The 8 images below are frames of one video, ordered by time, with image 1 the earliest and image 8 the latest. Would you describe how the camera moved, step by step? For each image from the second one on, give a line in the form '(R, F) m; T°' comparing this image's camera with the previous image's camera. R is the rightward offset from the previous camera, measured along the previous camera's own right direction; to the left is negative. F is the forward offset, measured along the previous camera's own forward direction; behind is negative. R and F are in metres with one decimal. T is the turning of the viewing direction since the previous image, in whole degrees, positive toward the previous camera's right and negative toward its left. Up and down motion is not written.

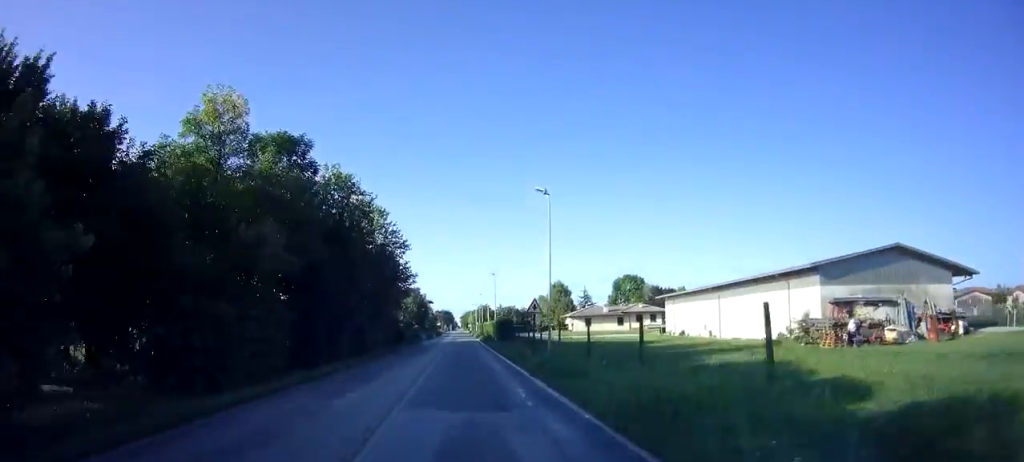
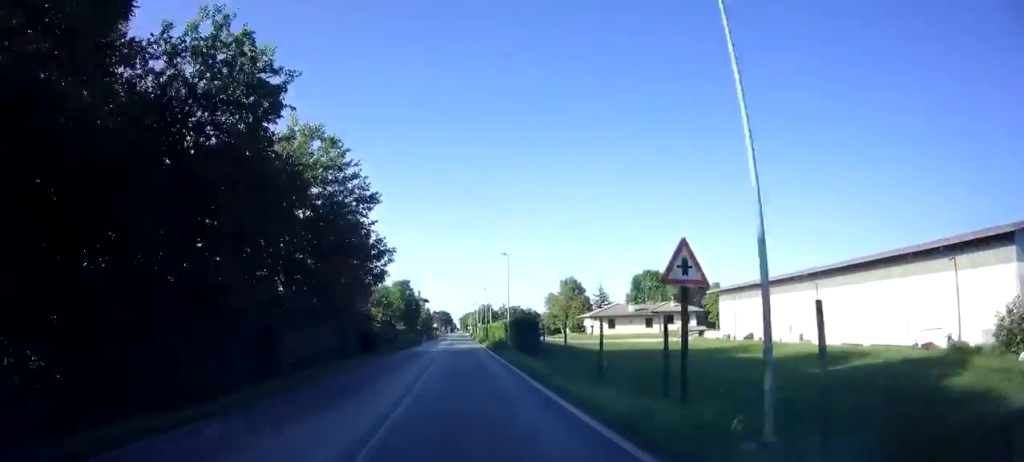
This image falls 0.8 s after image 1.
(+0.1, +16.2) m; 0°
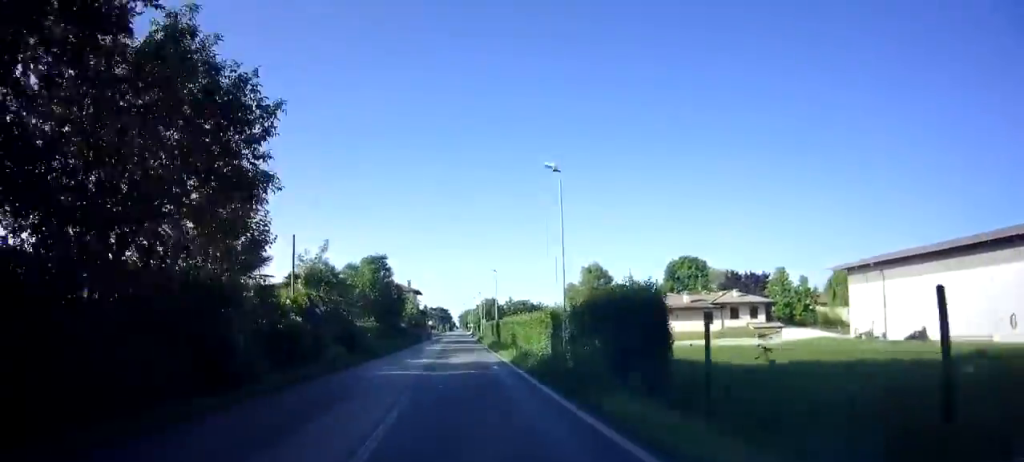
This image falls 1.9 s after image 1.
(0.0, +22.2) m; 0°
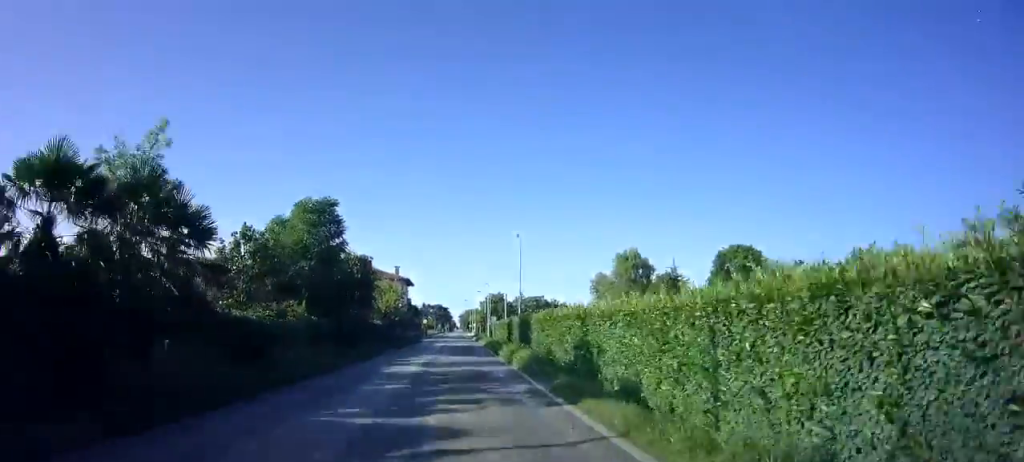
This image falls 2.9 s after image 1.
(0.0, +20.2) m; 0°
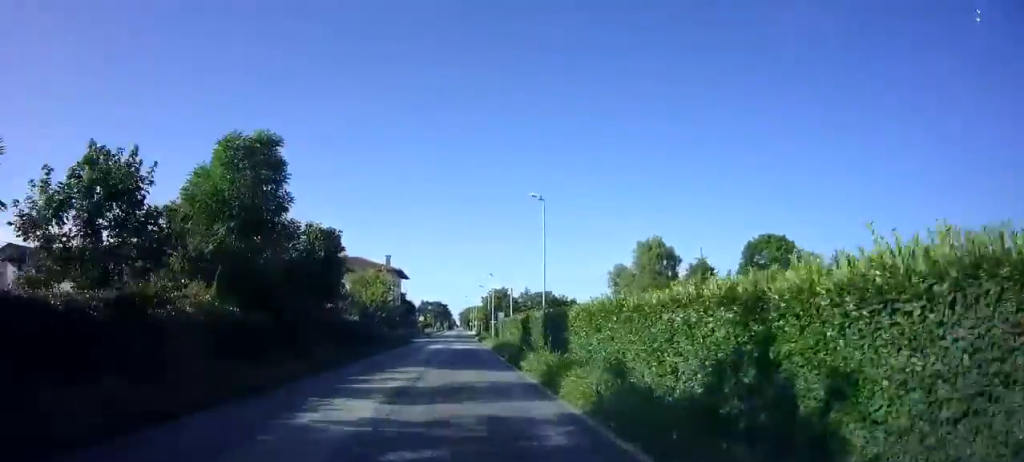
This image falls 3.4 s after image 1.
(0.0, +9.4) m; 0°
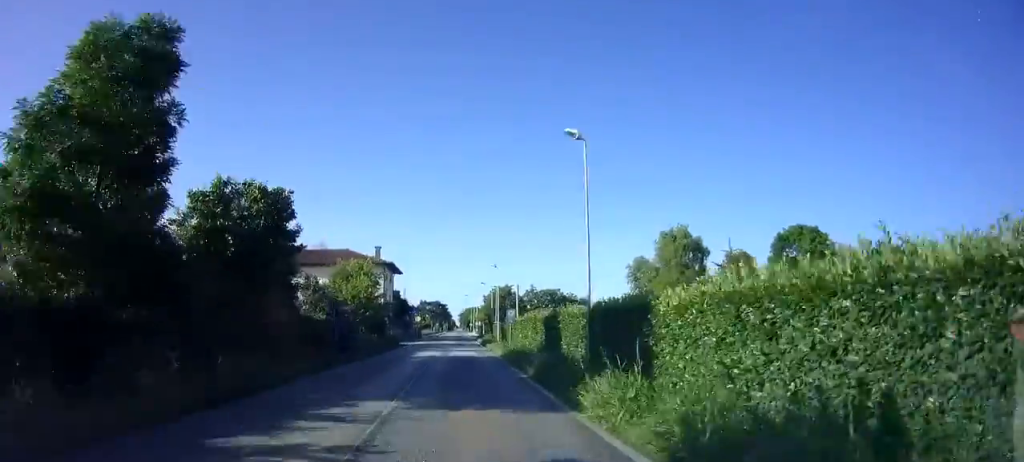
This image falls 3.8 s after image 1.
(0.0, +8.1) m; 0°
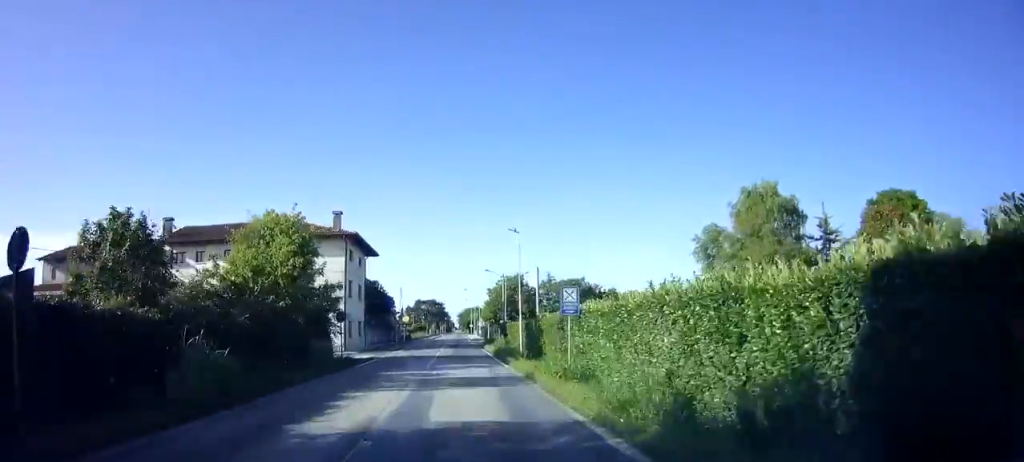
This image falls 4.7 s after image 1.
(+0.1, +19.5) m; 0°
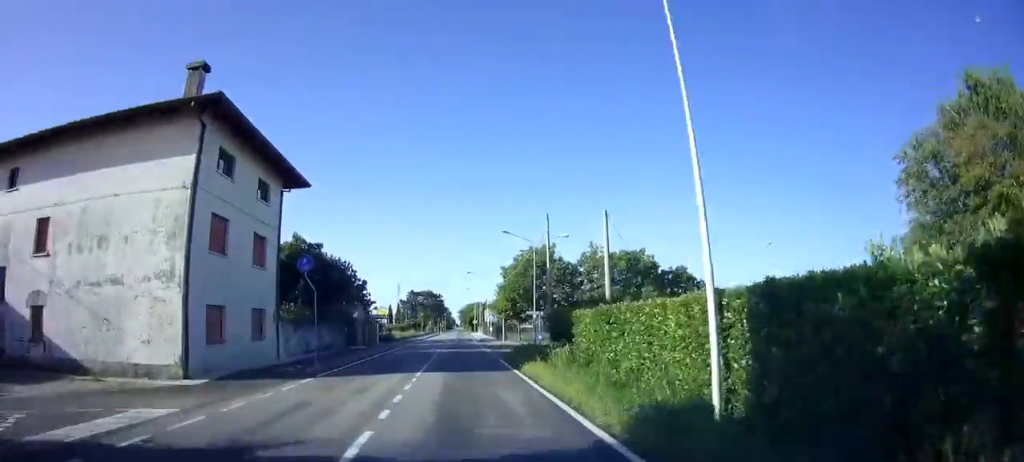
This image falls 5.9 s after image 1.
(-0.2, +23.3) m; 0°
